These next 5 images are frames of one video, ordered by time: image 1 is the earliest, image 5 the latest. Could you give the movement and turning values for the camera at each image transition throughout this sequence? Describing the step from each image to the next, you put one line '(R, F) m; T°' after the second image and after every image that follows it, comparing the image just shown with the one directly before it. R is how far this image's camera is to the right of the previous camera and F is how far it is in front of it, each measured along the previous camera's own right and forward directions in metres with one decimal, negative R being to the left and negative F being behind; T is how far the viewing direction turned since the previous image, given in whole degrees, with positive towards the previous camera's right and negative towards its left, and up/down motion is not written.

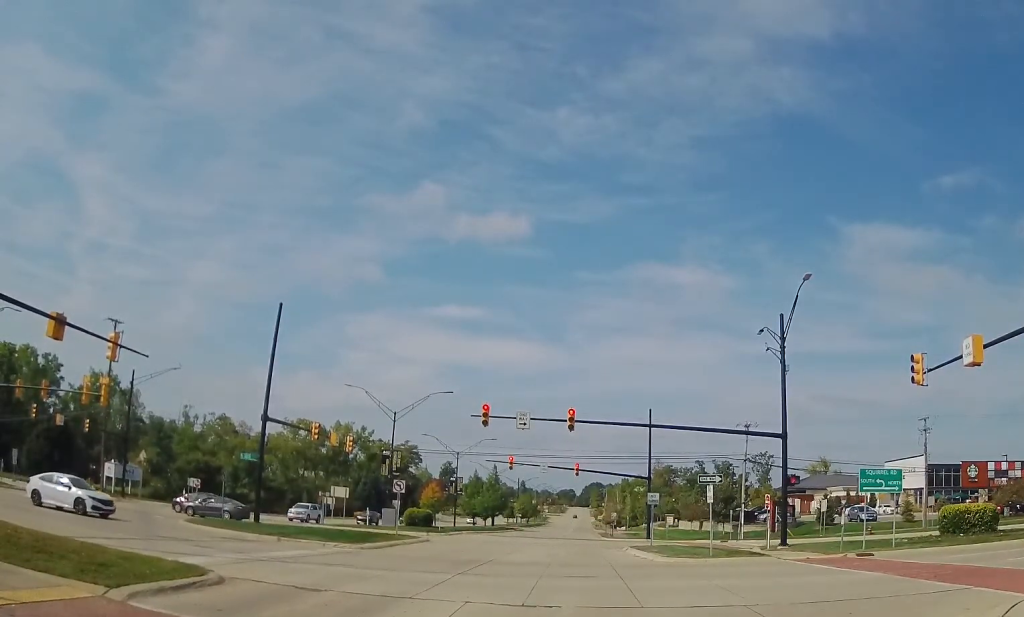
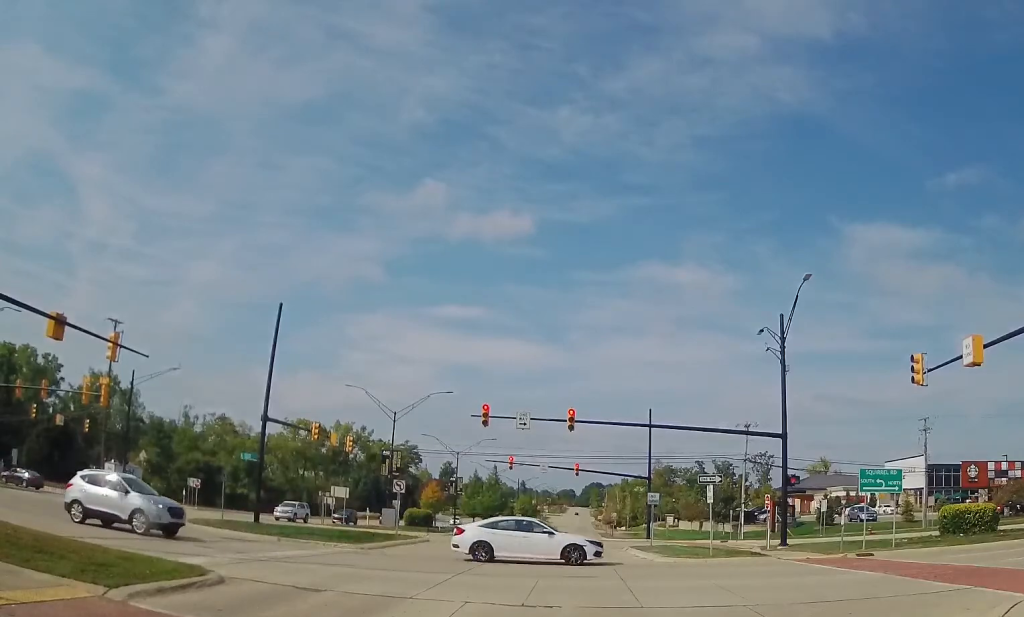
(0.0, 0.0) m; 0°
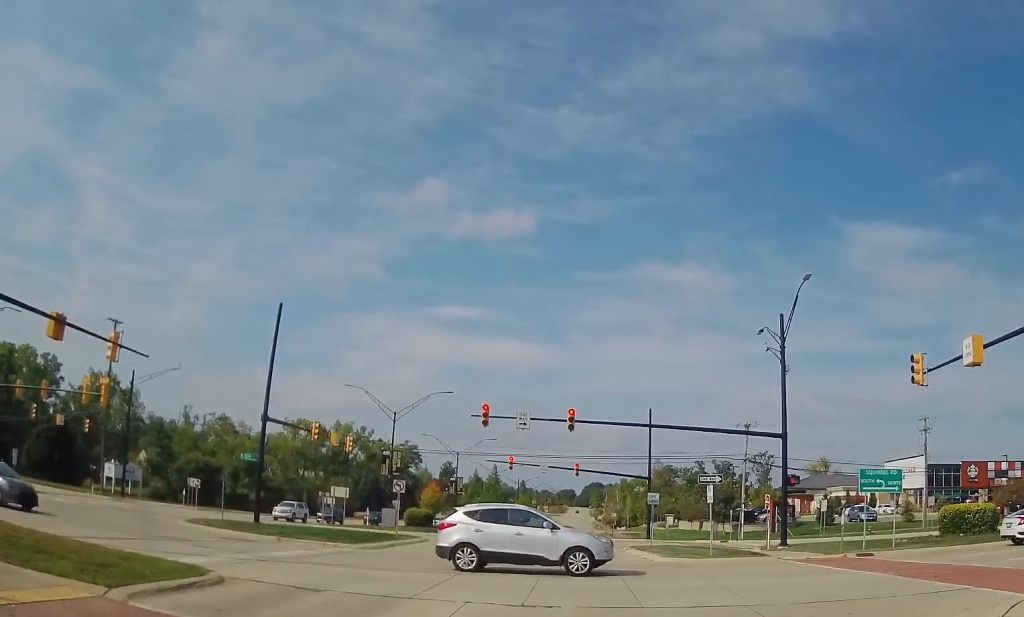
(0.0, 0.0) m; 0°
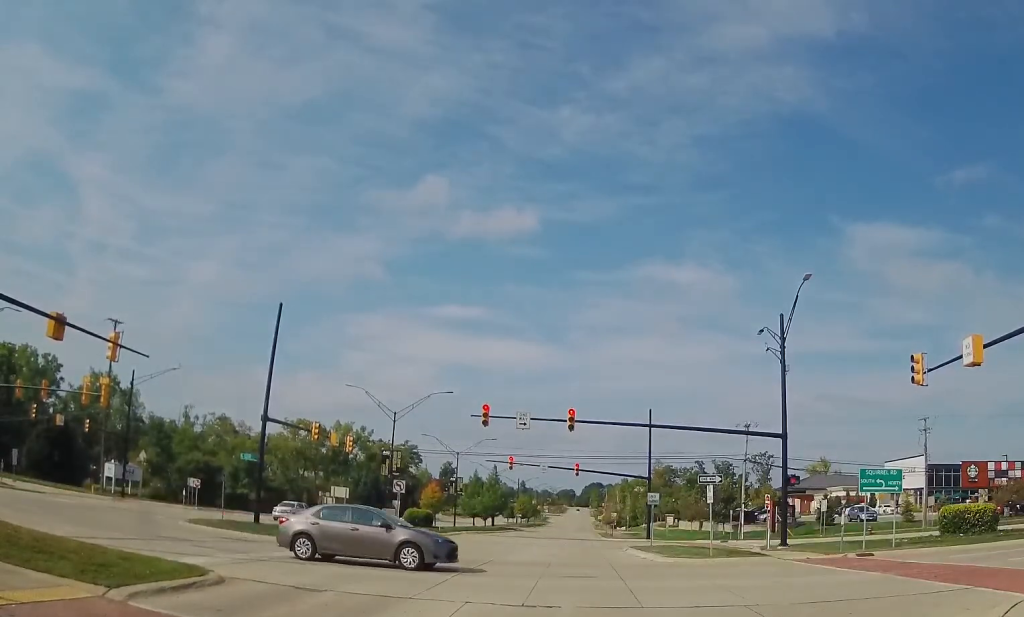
(0.0, 0.0) m; 0°
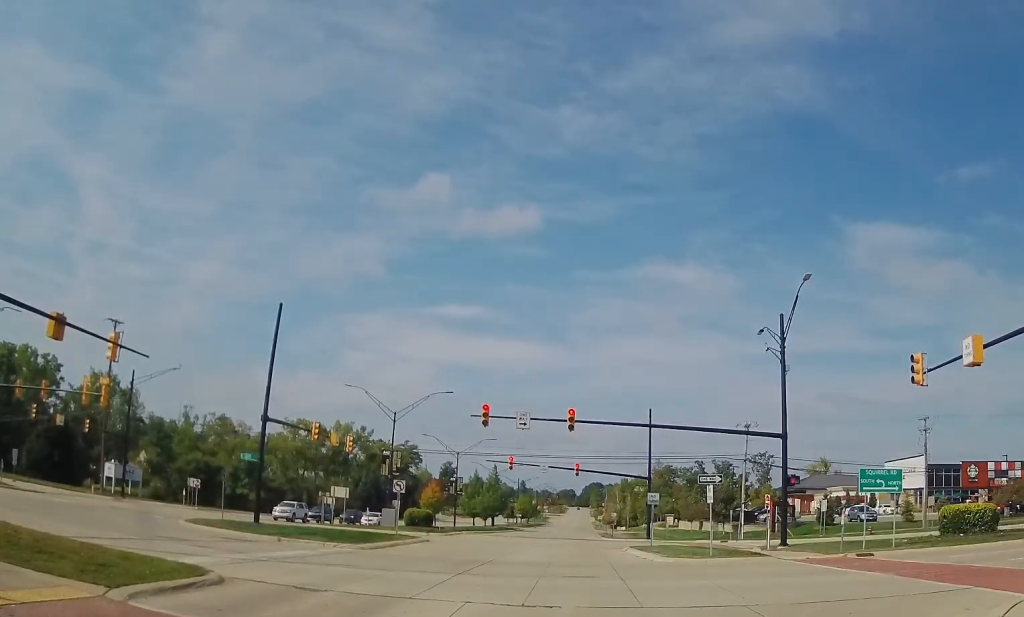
(0.0, 0.0) m; 0°
